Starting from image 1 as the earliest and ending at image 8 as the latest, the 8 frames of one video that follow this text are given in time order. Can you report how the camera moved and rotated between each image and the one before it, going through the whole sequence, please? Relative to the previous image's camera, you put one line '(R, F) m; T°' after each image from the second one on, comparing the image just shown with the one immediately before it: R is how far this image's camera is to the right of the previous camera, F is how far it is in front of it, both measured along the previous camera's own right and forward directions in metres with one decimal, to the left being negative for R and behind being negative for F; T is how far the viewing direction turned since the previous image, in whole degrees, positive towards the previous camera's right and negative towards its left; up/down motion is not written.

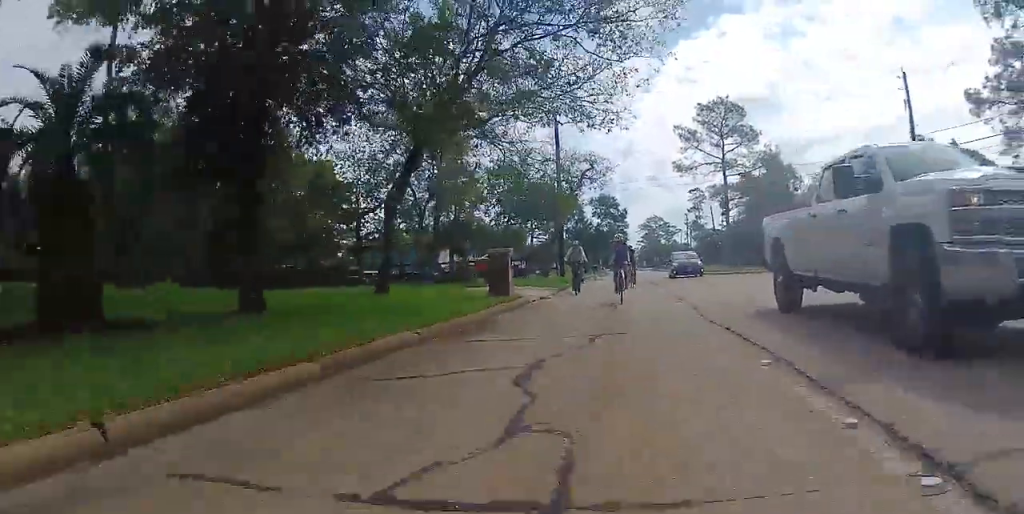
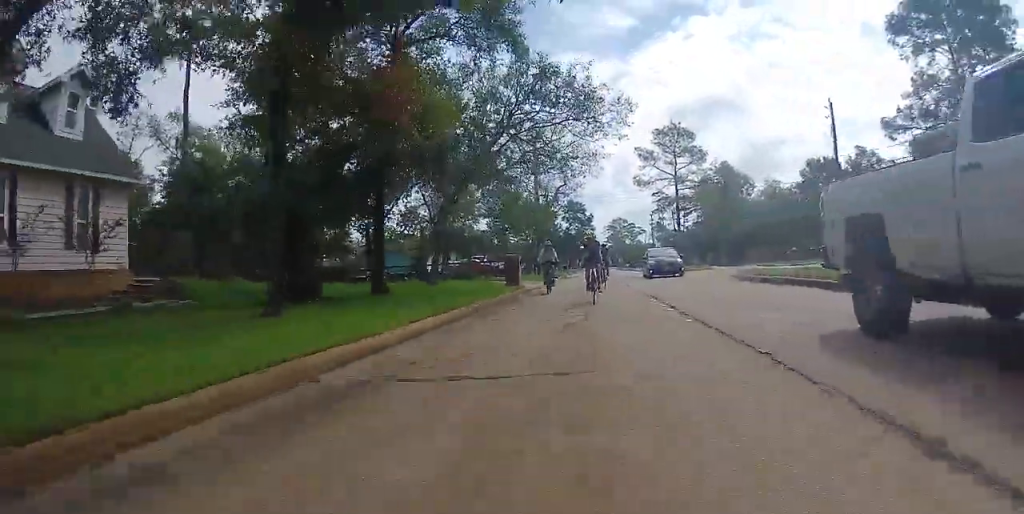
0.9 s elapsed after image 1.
(0.0, +7.7) m; 0°
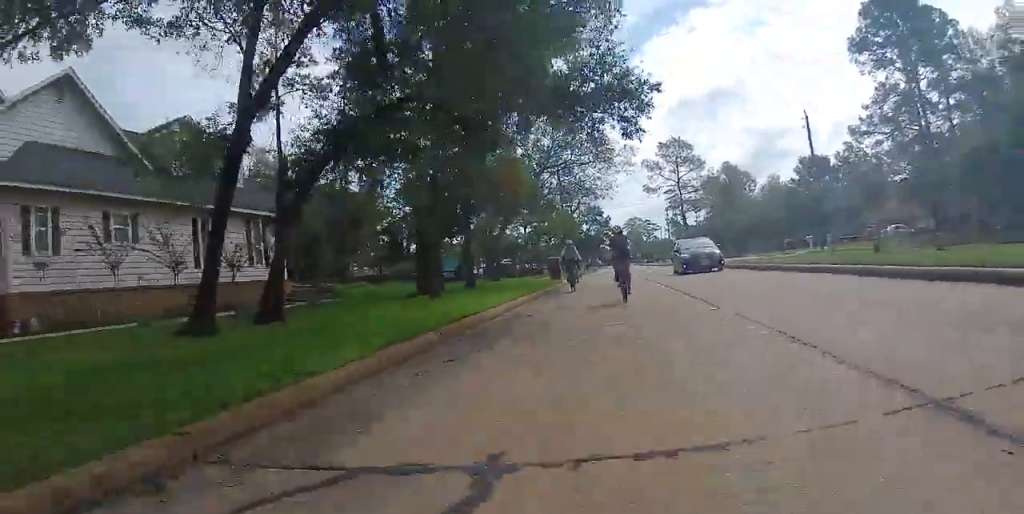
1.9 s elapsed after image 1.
(0.0, +8.2) m; 0°
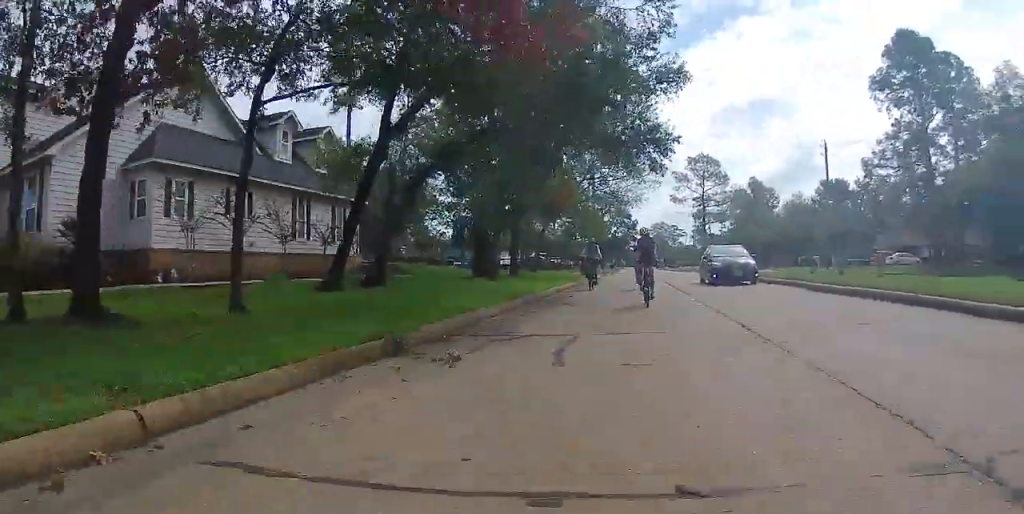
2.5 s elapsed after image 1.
(0.0, +4.6) m; 0°
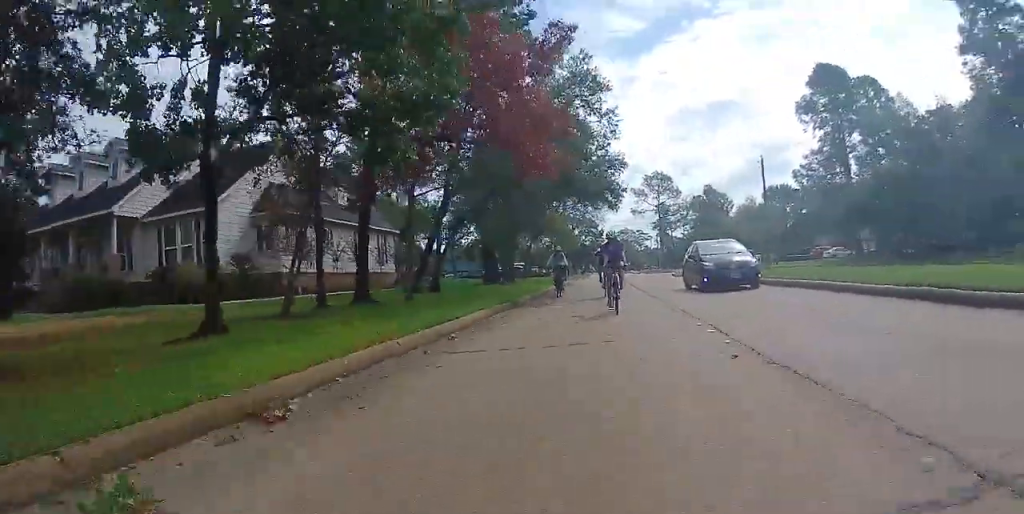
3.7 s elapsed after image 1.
(0.0, +9.4) m; -3°
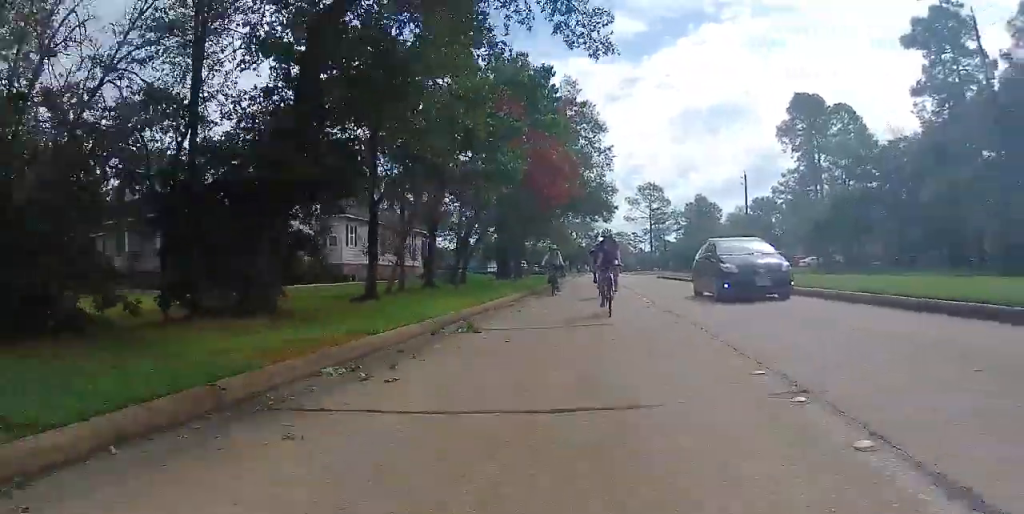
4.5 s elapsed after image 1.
(-0.3, +6.8) m; -1°
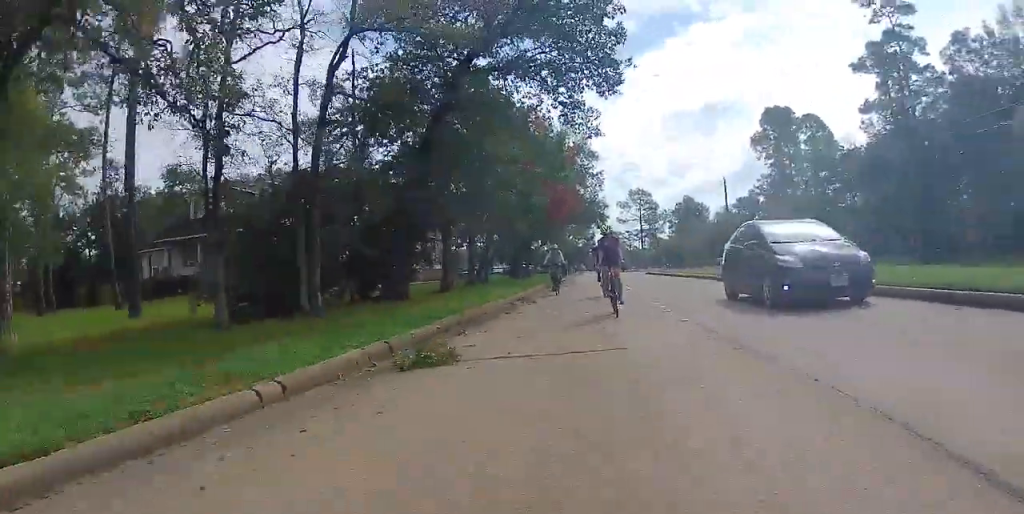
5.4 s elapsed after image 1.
(+0.1, +7.4) m; +2°
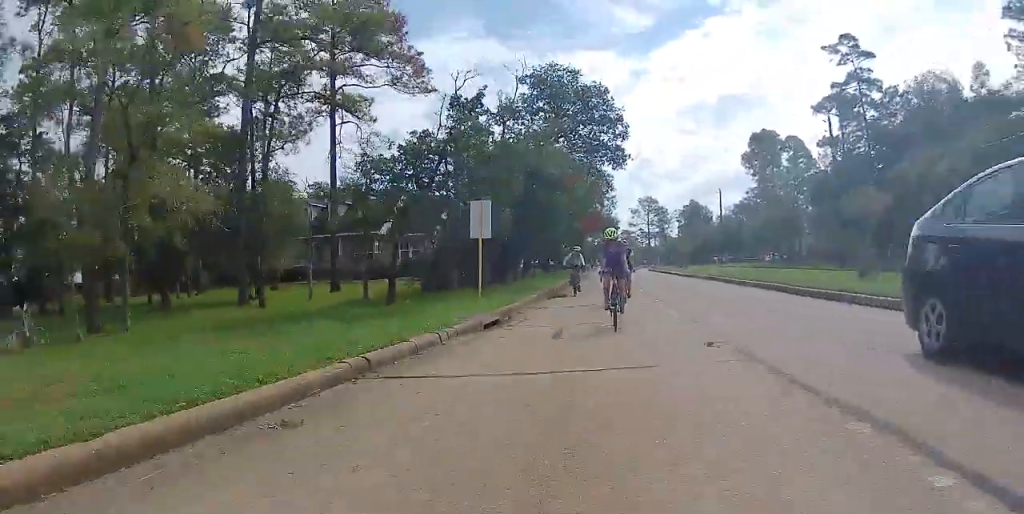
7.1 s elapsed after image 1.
(+0.2, +14.3) m; -2°
